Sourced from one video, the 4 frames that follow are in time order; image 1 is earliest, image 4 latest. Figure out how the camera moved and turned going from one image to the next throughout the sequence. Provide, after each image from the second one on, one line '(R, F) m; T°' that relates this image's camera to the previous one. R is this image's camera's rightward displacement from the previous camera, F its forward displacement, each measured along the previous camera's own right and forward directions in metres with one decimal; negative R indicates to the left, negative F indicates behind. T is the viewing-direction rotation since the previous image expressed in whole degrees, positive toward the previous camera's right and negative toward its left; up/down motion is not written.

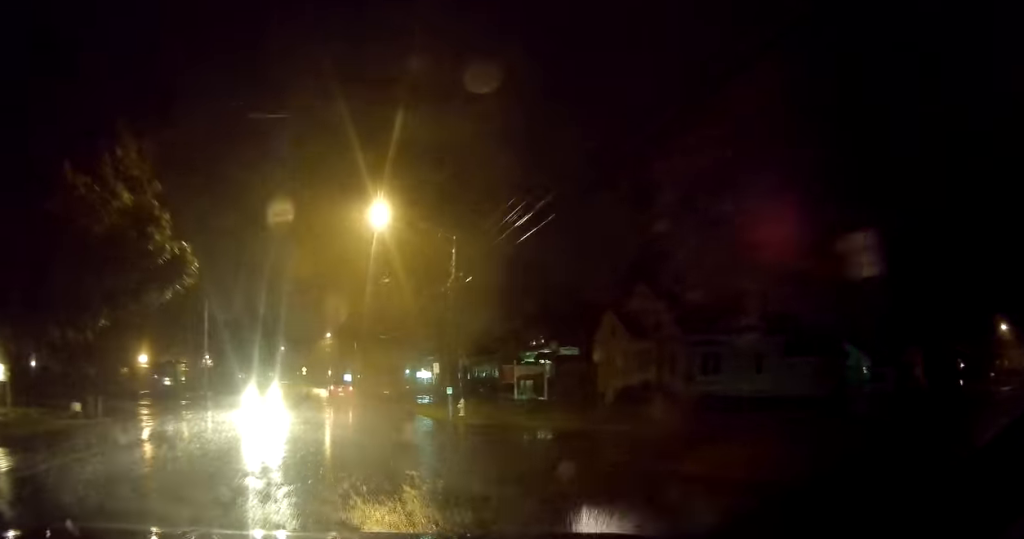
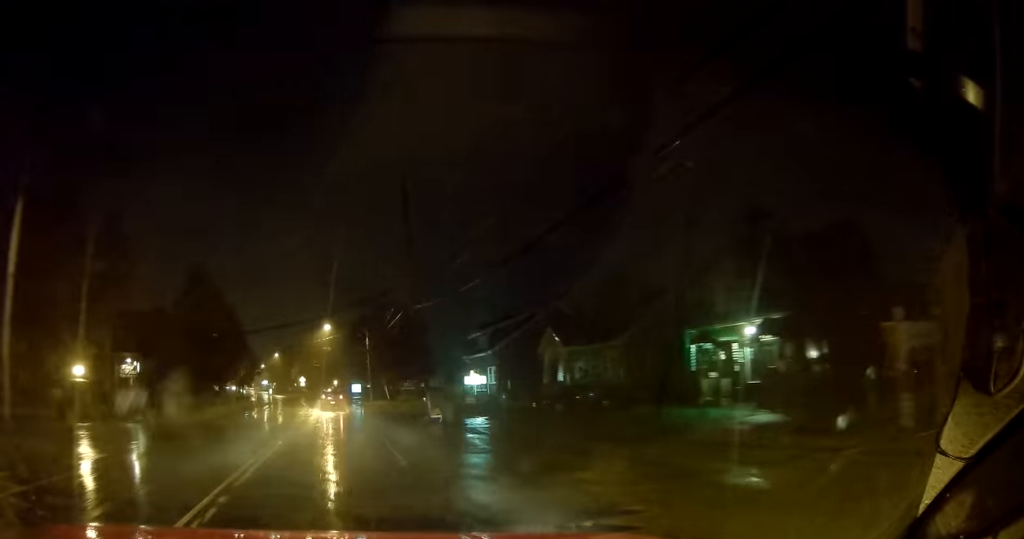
(+0.6, +26.3) m; 0°
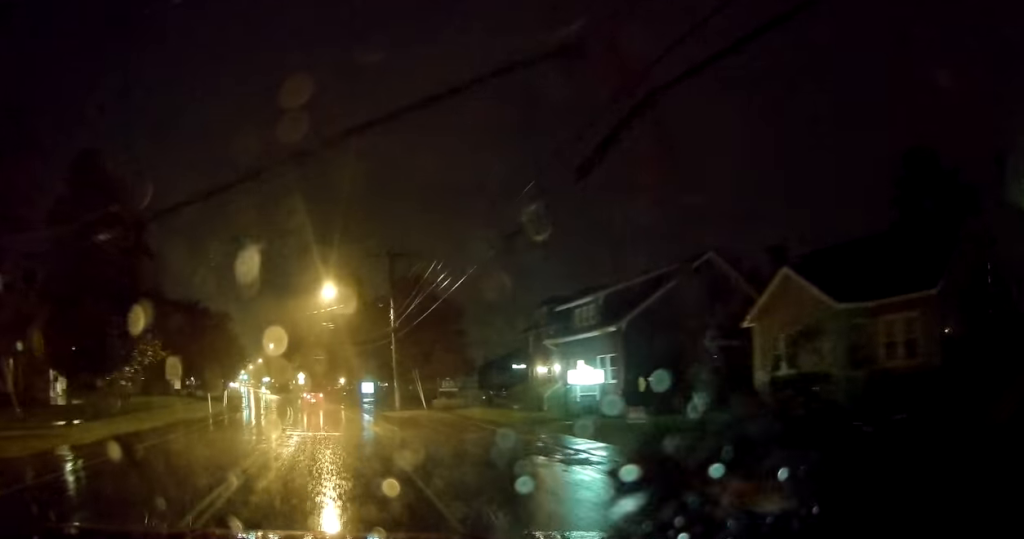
(-0.5, +21.2) m; -1°
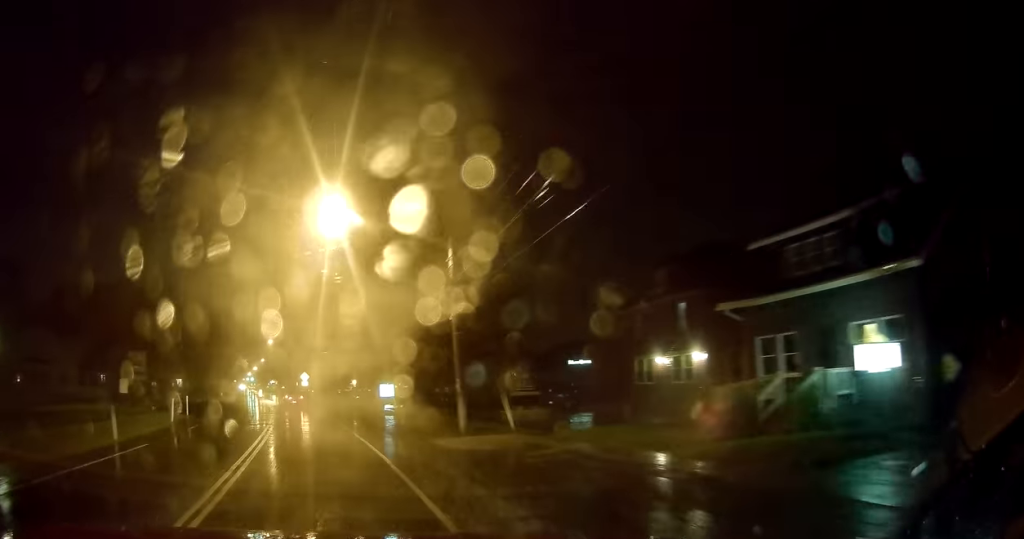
(-0.3, +17.3) m; -2°
